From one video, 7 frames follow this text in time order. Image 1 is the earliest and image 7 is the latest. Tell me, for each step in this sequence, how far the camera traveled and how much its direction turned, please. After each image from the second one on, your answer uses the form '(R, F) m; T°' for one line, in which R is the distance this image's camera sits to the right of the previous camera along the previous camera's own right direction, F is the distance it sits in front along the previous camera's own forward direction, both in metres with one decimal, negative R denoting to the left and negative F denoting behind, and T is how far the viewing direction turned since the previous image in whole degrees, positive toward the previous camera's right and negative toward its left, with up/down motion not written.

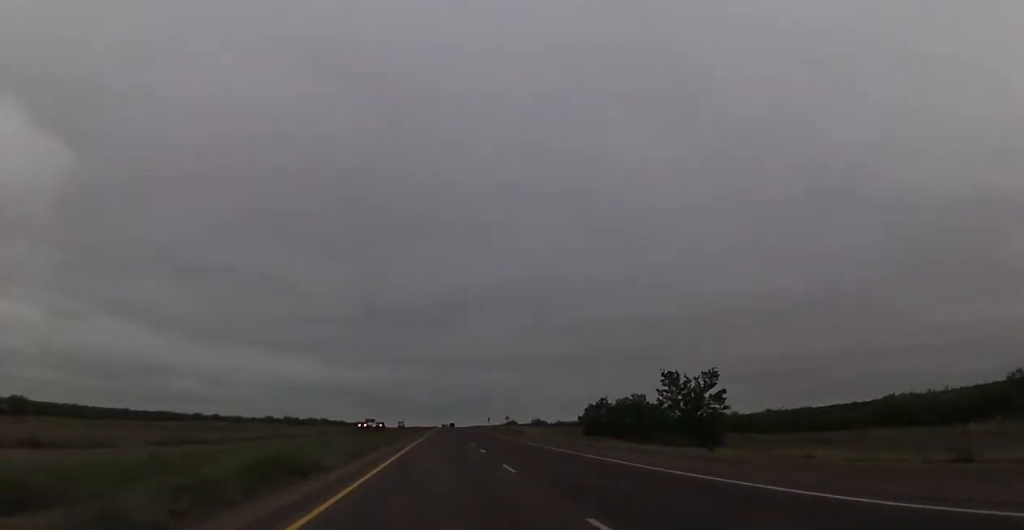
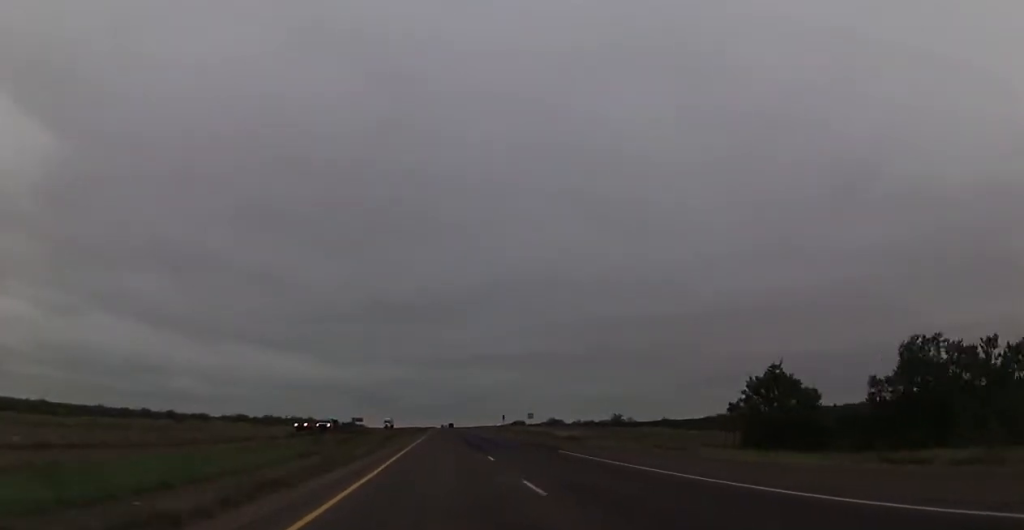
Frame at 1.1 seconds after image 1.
(0.0, +41.6) m; 0°
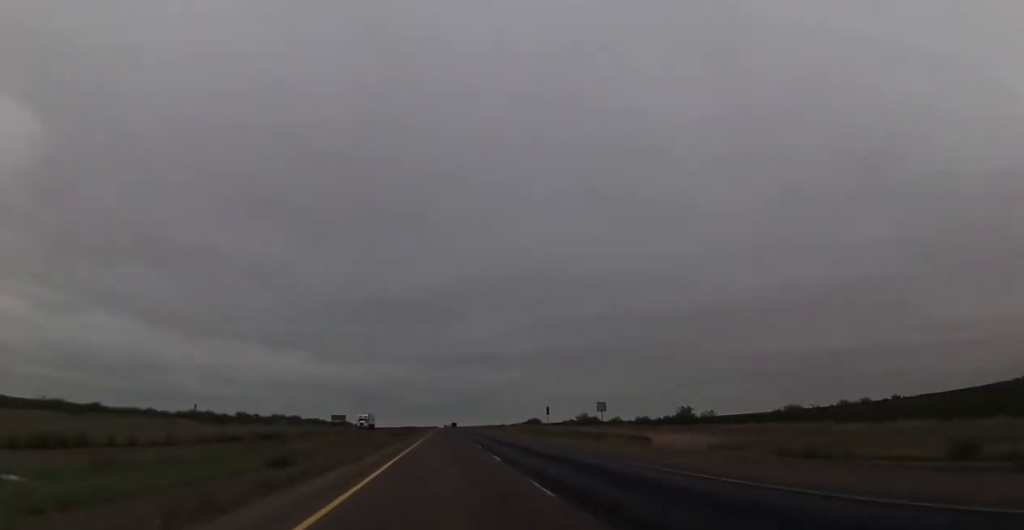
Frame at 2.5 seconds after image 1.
(-0.5, +49.0) m; -1°
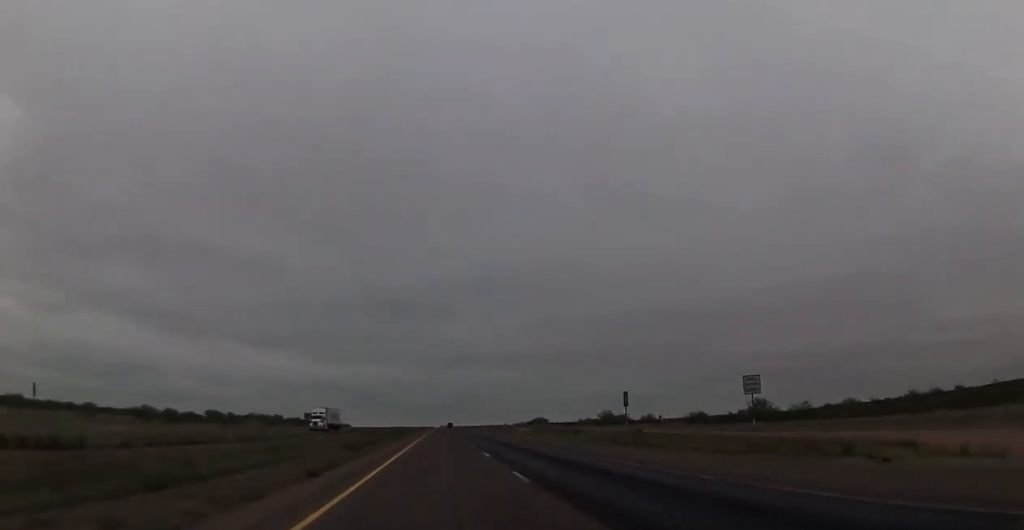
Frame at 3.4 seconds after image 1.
(+0.1, +33.0) m; +1°
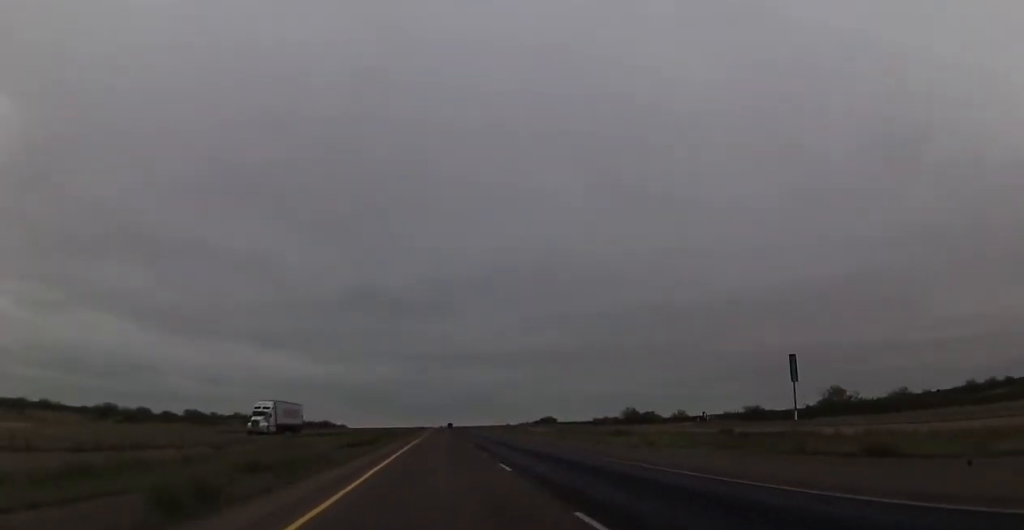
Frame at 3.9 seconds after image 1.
(+0.1, +20.8) m; 0°
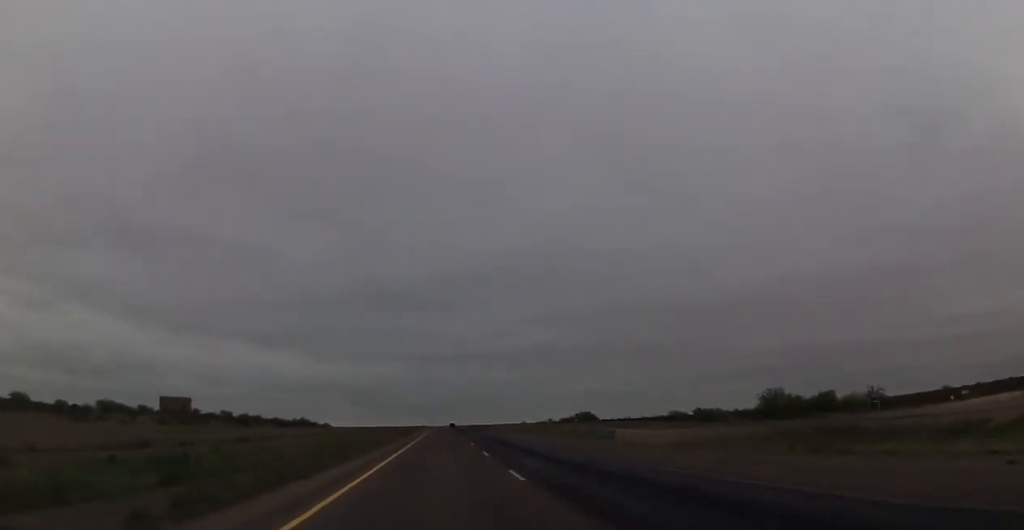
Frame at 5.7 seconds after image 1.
(0.0, +63.7) m; 0°
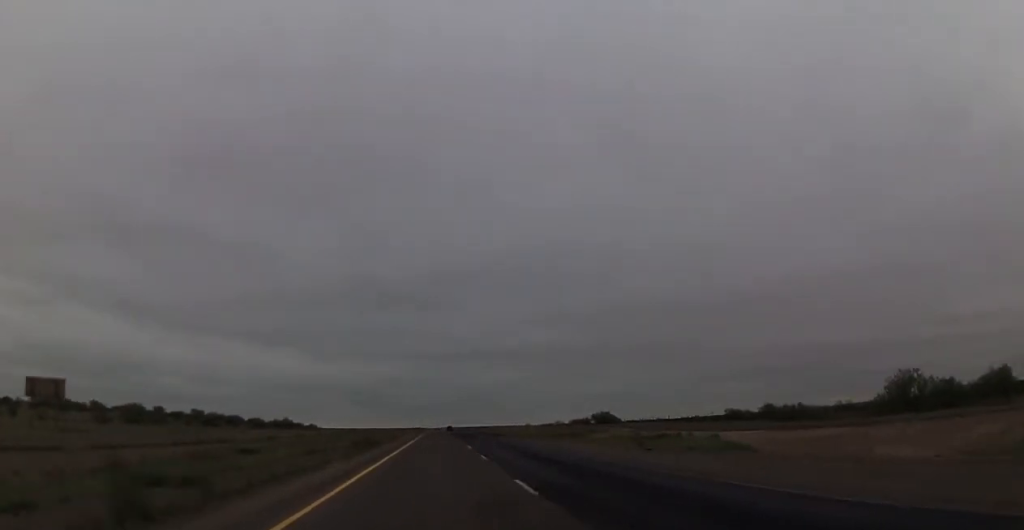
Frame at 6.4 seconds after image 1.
(+0.1, +27.0) m; 0°
